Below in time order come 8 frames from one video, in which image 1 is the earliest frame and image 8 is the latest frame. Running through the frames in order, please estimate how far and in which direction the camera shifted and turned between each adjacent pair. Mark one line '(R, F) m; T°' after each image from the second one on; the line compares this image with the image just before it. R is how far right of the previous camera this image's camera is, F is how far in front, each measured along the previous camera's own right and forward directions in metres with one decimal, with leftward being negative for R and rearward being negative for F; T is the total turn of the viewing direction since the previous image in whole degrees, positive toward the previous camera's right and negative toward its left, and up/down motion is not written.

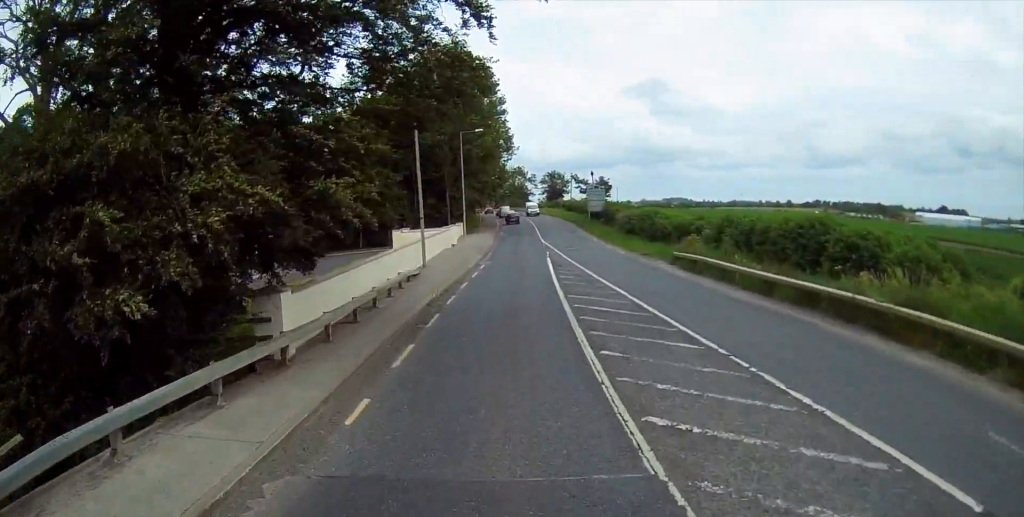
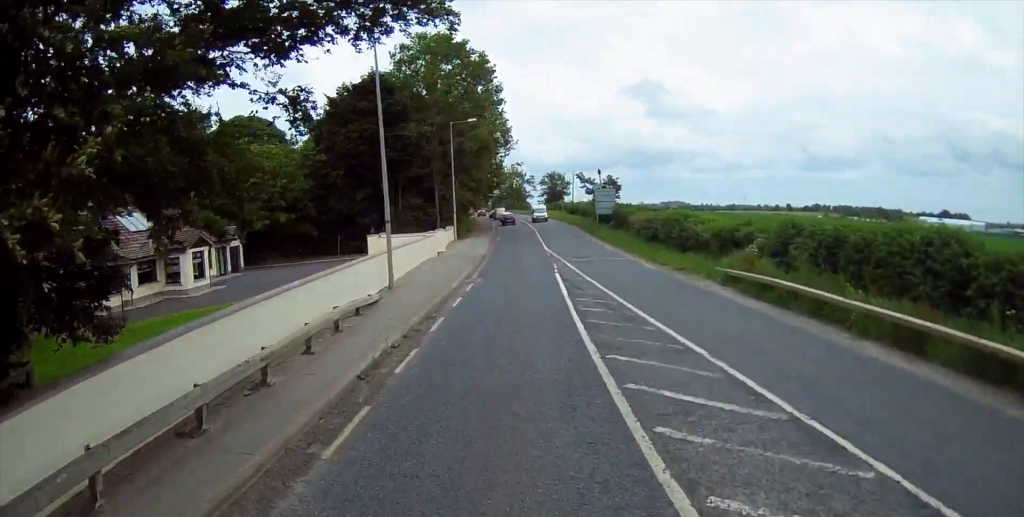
(0.0, +8.0) m; 0°
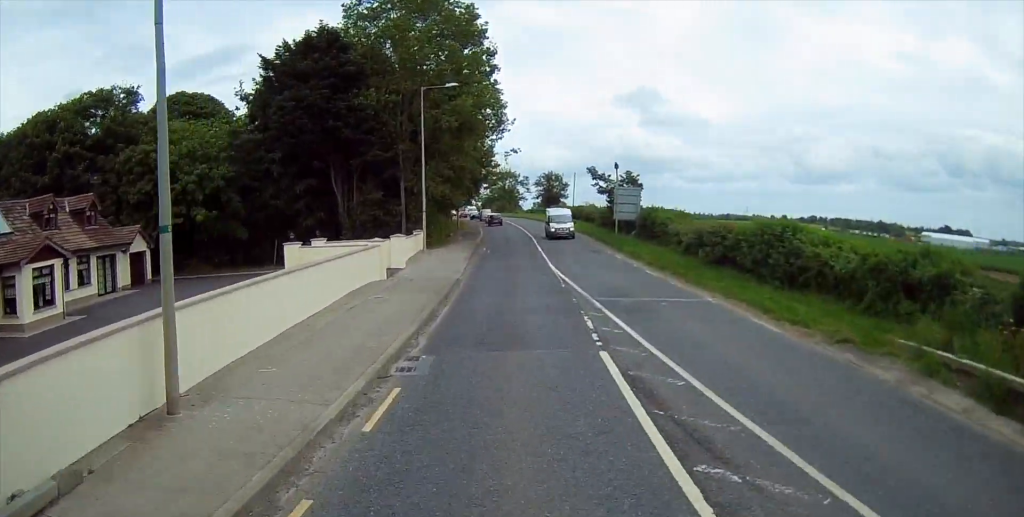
(+0.2, +14.8) m; +1°
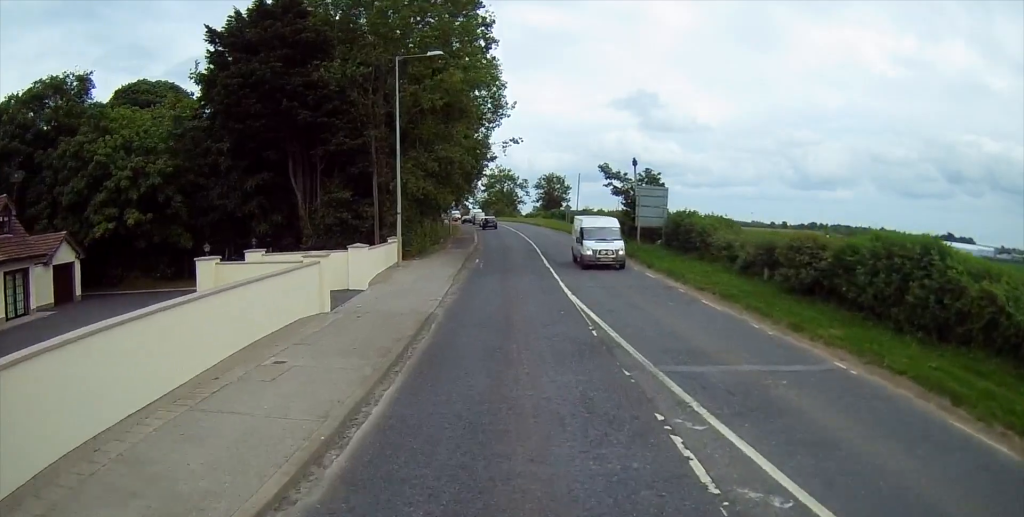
(+0.1, +8.3) m; 0°
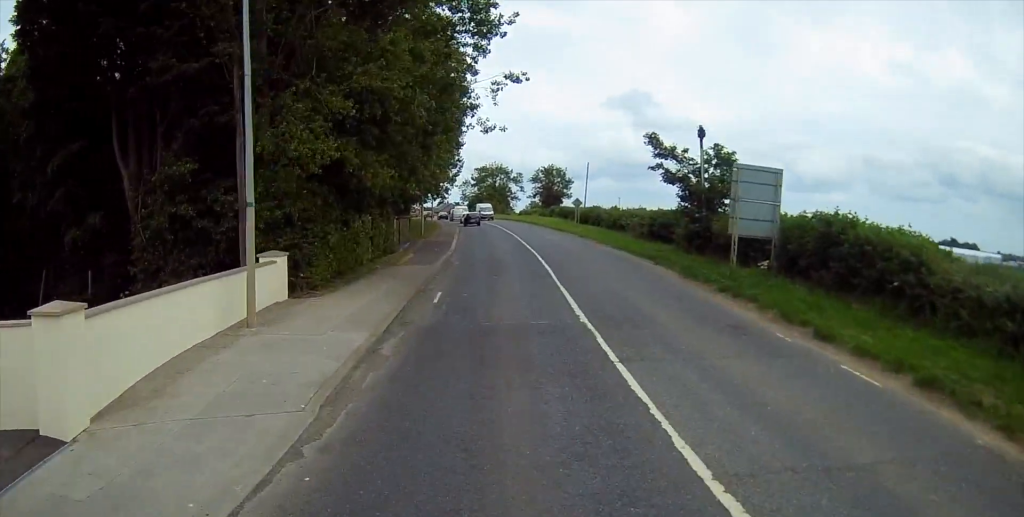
(-0.2, +17.2) m; 0°
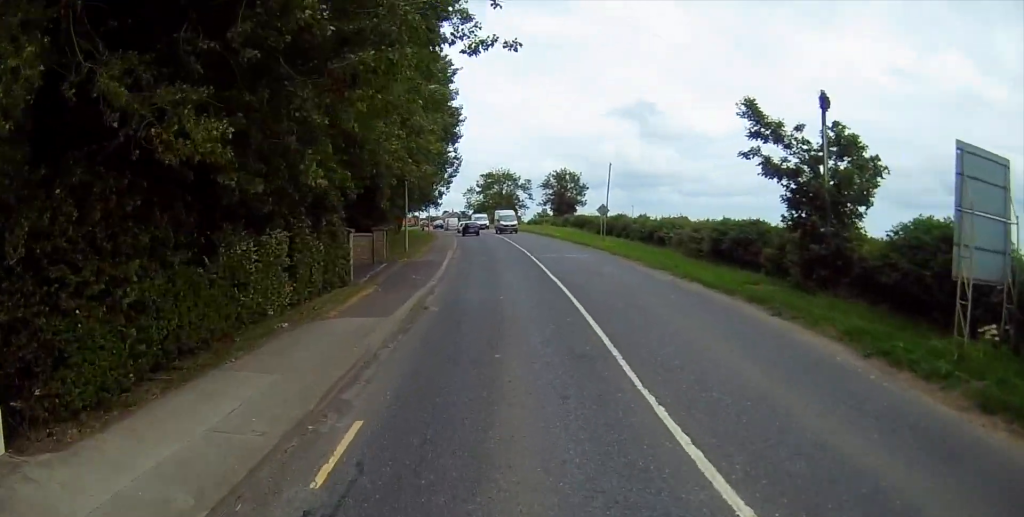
(+0.1, +11.7) m; +1°
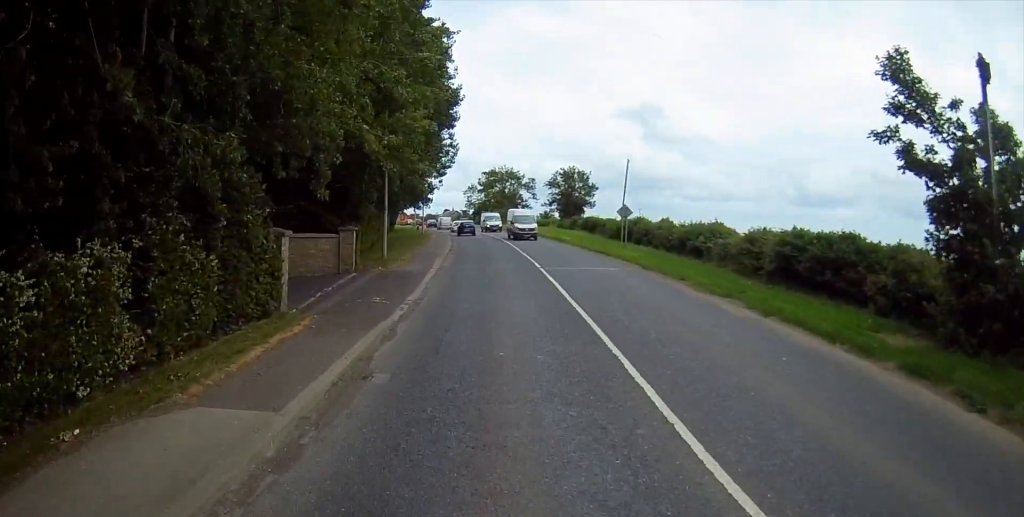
(0.0, +7.8) m; 0°
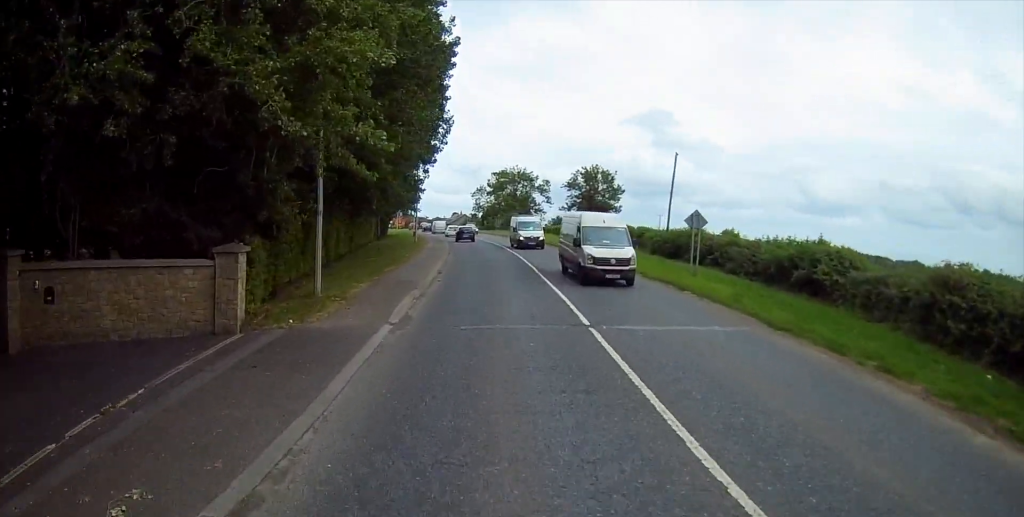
(0.0, +13.2) m; 0°
